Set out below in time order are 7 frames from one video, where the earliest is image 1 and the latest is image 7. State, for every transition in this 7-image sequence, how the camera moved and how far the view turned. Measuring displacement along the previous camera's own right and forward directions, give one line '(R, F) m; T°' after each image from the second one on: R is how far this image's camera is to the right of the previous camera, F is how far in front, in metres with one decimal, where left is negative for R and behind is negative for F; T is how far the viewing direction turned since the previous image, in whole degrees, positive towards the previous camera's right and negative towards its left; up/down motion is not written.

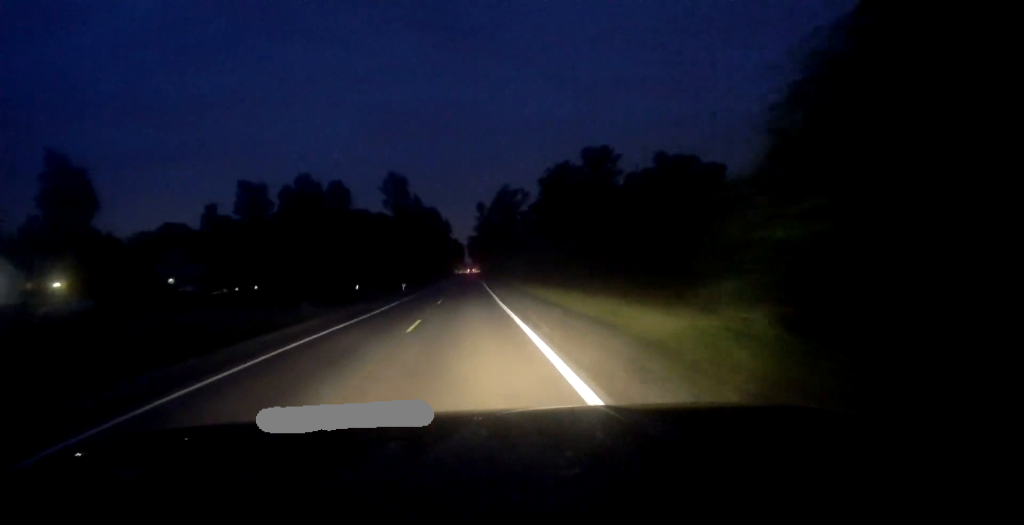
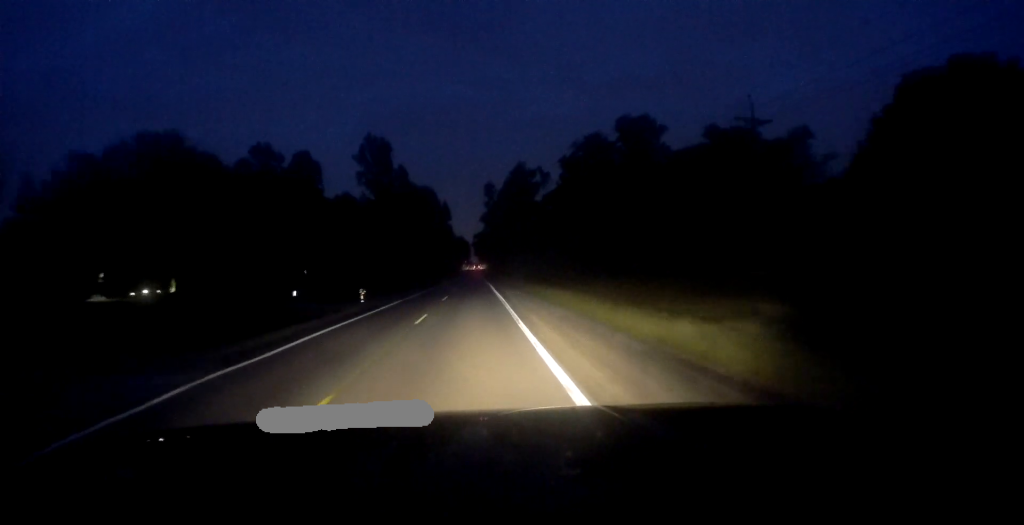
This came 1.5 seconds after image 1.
(0.0, +27.7) m; 0°
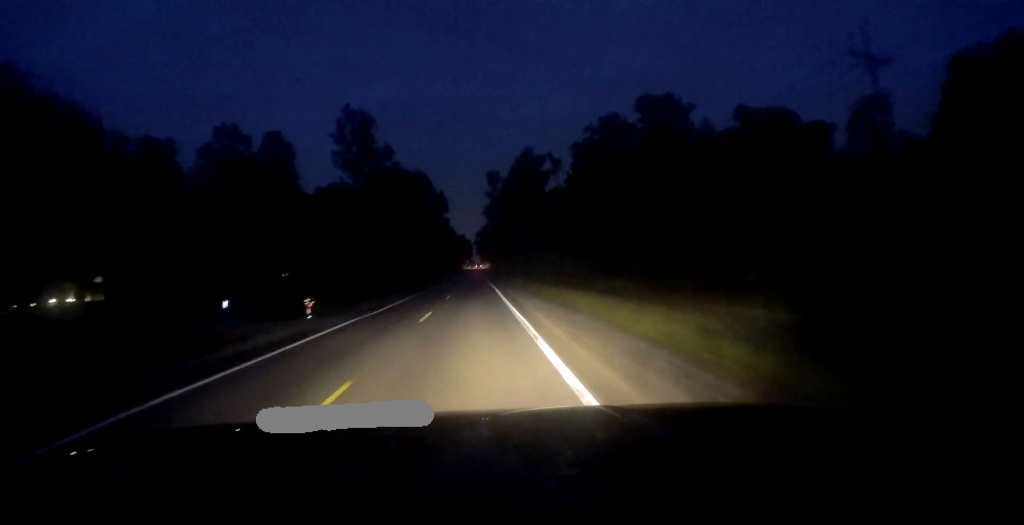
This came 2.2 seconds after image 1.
(0.0, +13.4) m; 0°
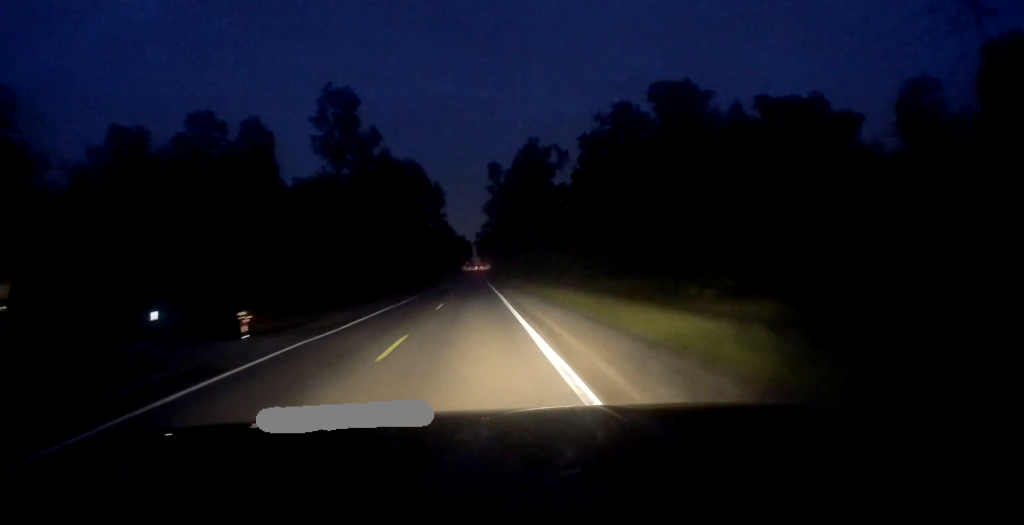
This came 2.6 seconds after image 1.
(0.0, +7.8) m; 0°
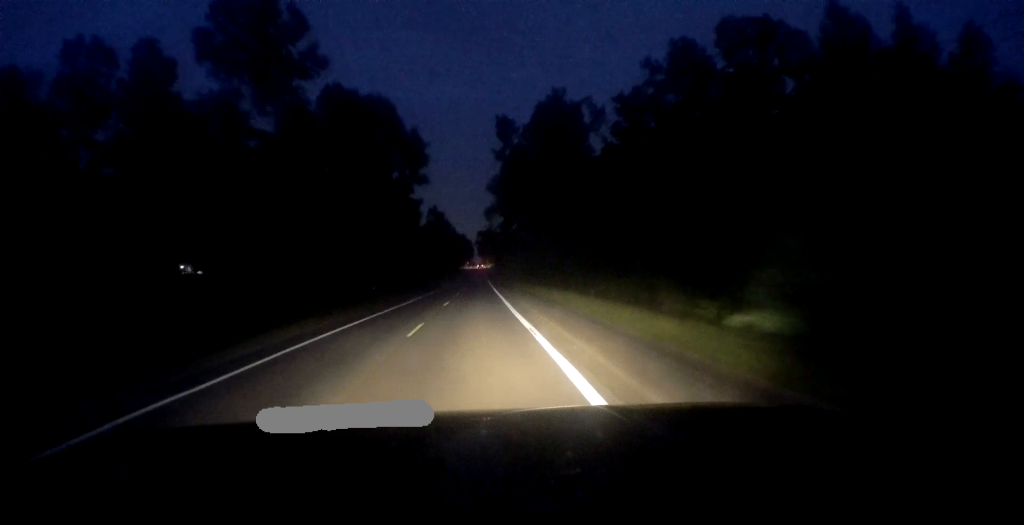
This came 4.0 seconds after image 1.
(0.0, +25.4) m; 0°
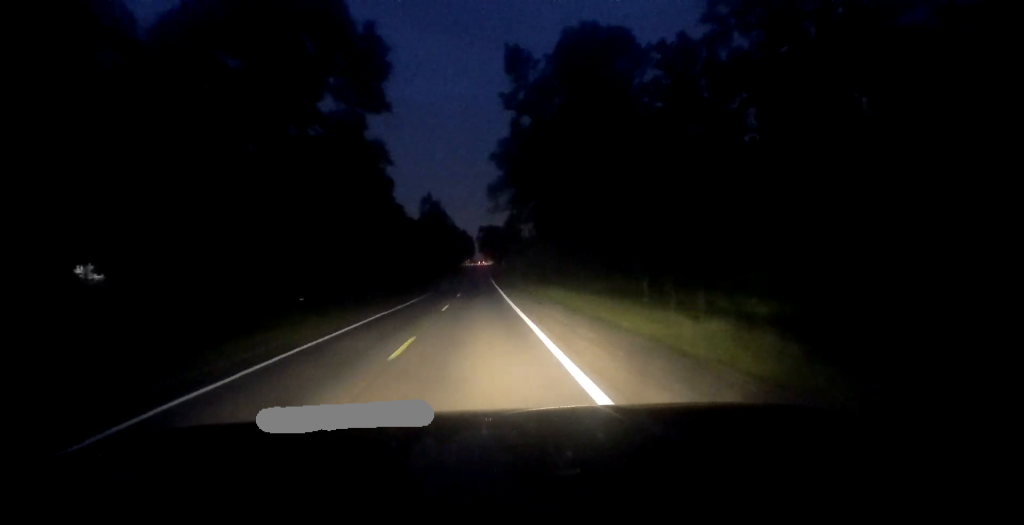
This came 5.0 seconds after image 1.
(-0.1, +21.2) m; -1°
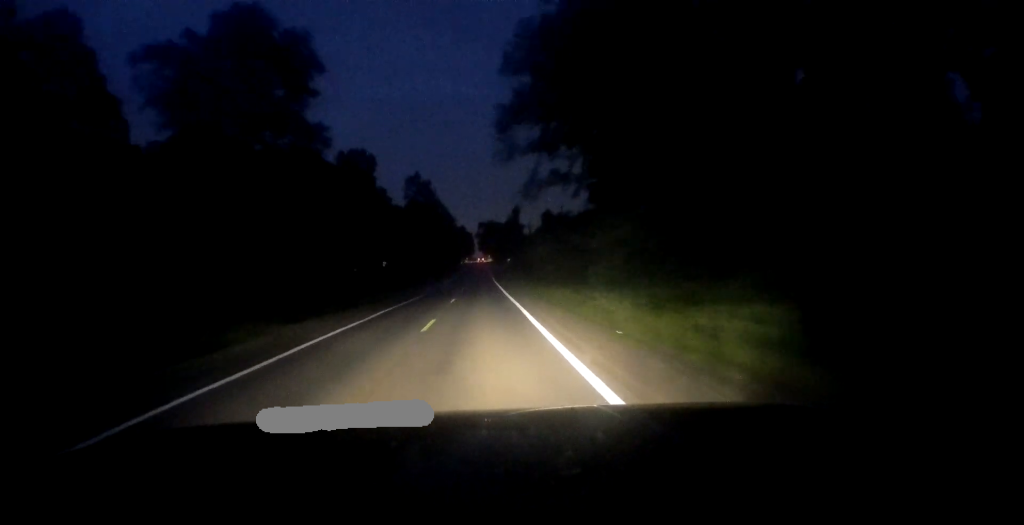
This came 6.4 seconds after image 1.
(-0.1, +27.6) m; +1°
